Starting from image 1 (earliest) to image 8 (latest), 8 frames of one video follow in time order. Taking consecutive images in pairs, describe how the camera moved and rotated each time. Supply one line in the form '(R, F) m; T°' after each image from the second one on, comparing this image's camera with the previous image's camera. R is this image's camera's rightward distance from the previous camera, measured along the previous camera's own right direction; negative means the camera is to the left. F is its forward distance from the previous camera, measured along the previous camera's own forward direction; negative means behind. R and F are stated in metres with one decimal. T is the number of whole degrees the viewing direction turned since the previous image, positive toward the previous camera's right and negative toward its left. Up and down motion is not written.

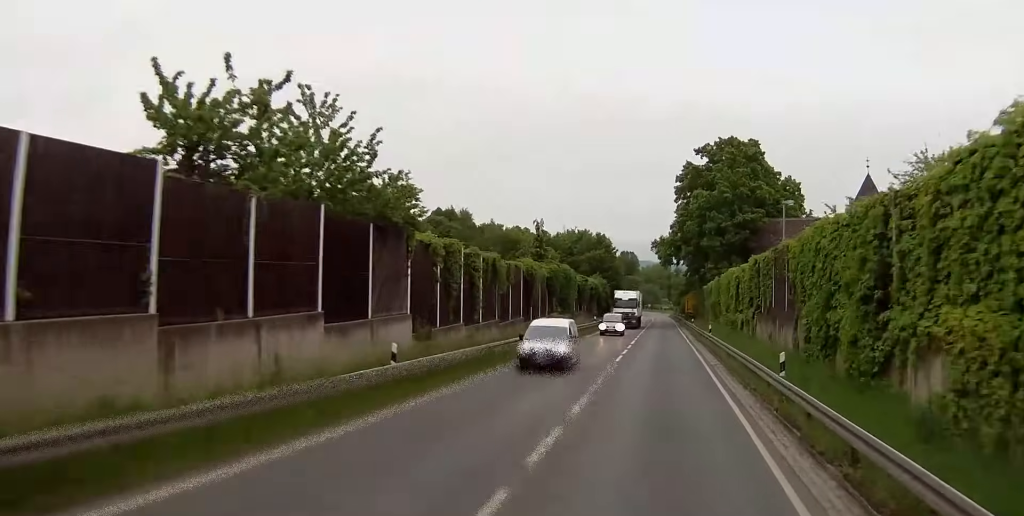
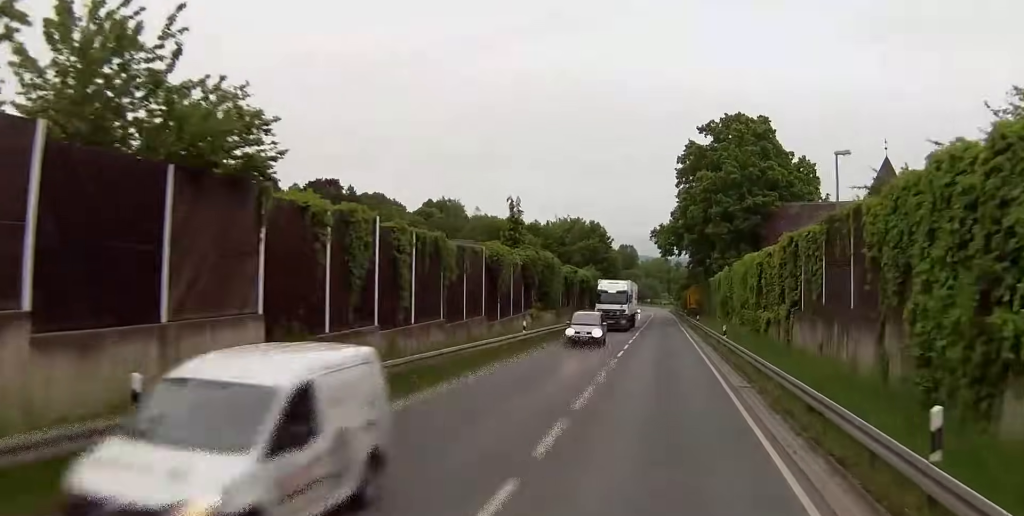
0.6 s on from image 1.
(0.0, +11.5) m; +1°
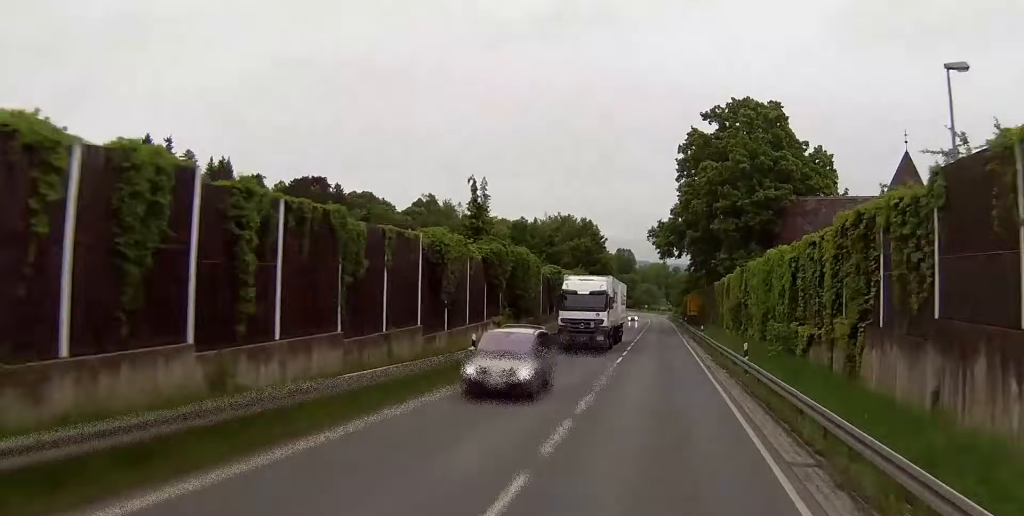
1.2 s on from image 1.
(-0.1, +10.9) m; +1°
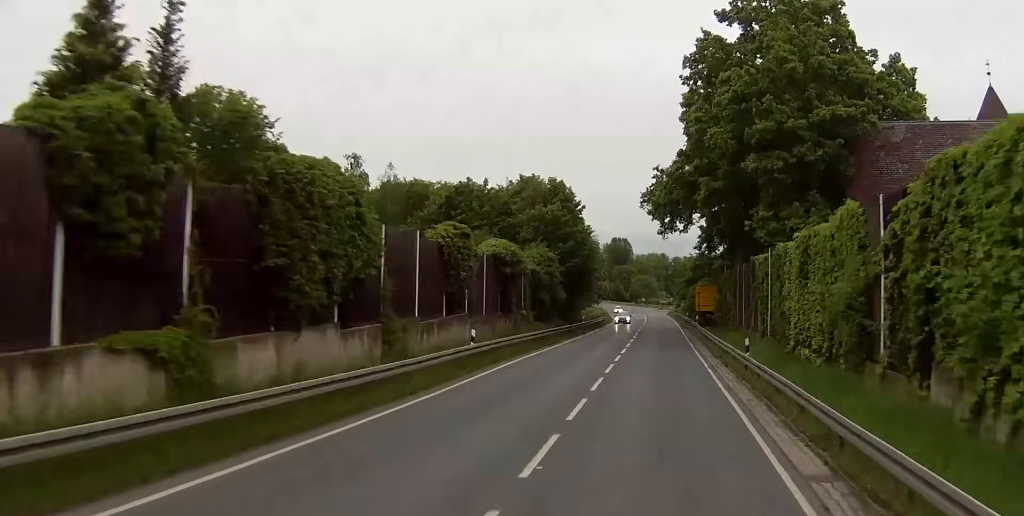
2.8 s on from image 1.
(+0.3, +31.6) m; 0°
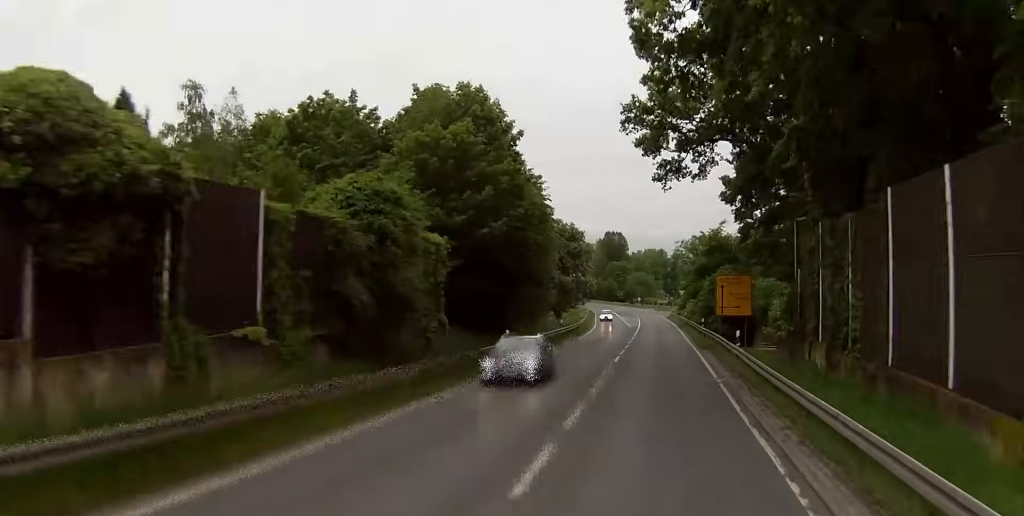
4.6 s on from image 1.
(-0.3, +36.2) m; 0°
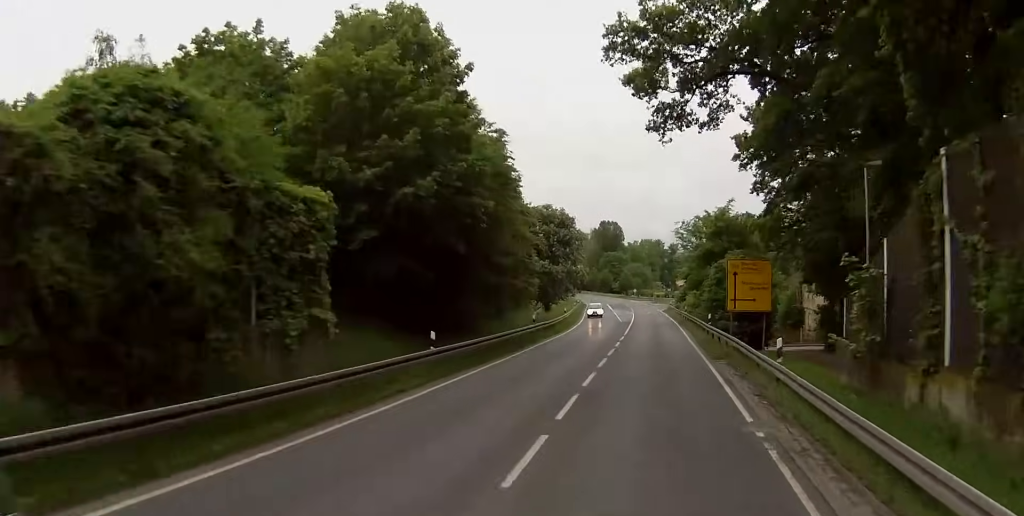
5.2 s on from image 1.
(0.0, +12.0) m; 0°
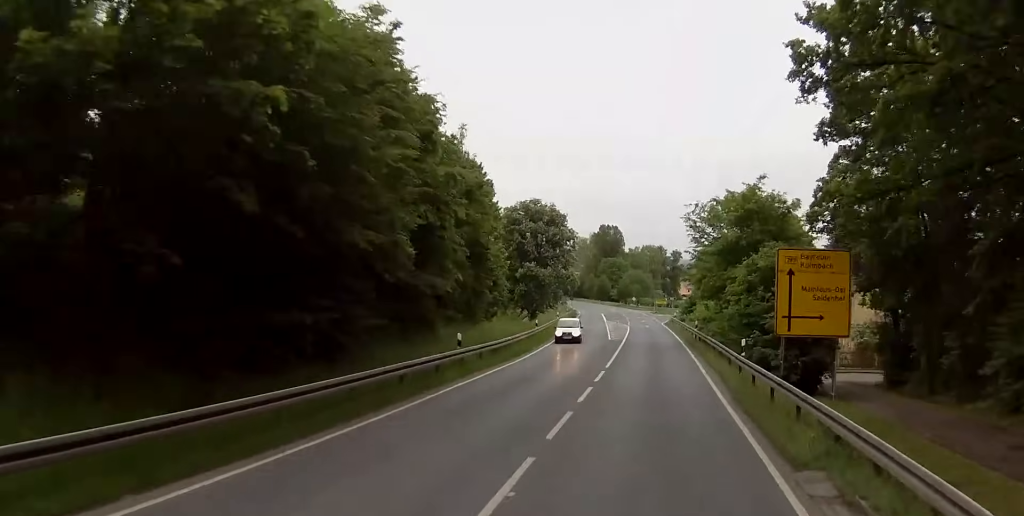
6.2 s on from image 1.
(+0.3, +18.9) m; +1°
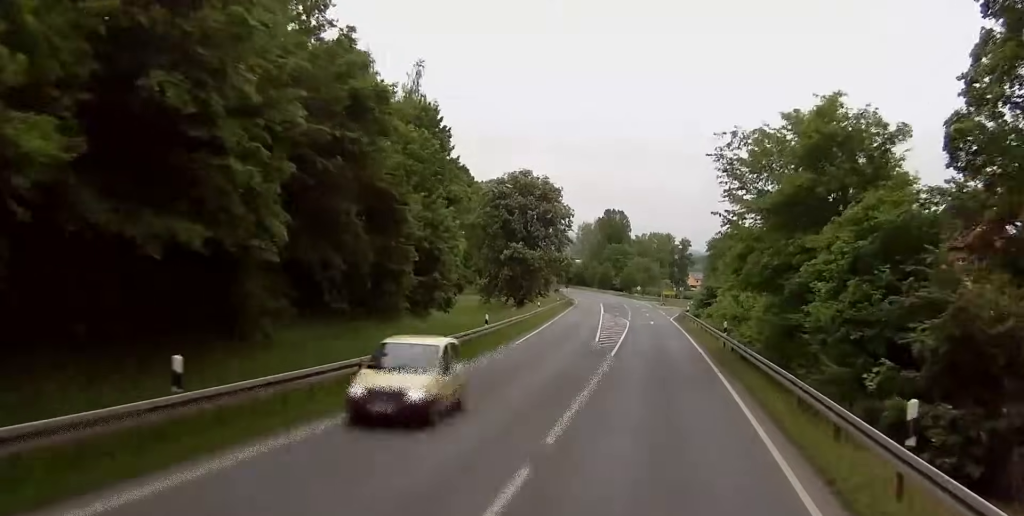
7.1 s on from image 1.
(0.0, +19.6) m; 0°
